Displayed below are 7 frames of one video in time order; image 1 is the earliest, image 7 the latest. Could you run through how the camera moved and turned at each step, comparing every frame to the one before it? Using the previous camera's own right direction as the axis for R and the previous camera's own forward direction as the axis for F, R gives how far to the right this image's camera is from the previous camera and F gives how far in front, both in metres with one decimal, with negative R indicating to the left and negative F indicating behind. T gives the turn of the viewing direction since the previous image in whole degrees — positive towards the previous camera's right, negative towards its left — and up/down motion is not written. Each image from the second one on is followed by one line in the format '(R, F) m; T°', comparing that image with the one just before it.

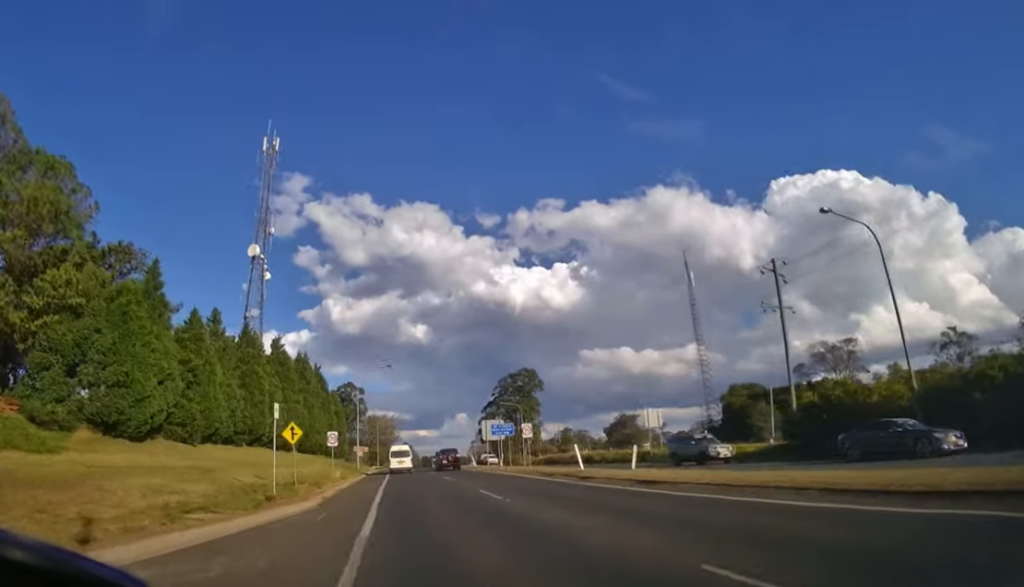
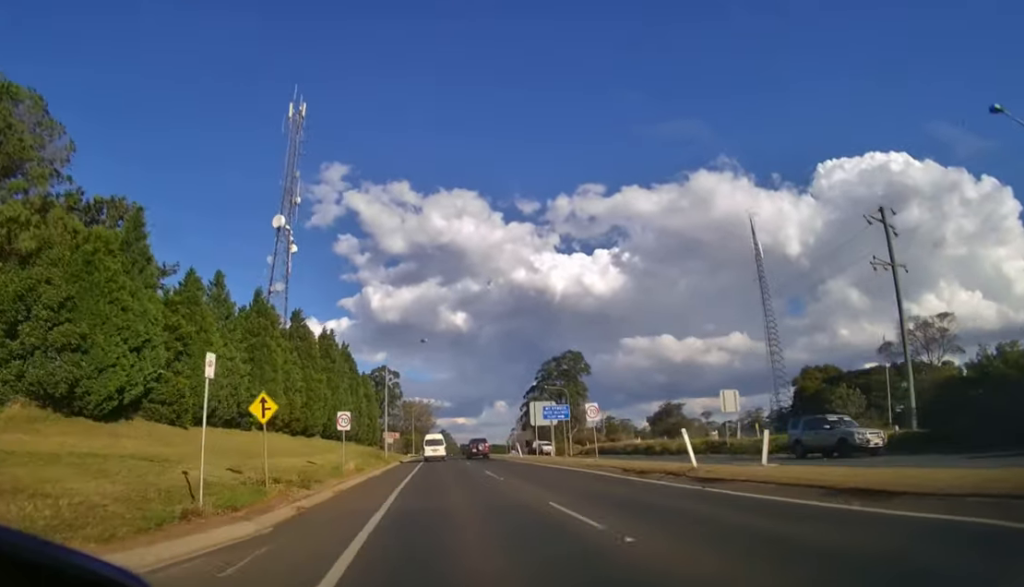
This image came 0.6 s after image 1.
(-0.2, +5.7) m; -4°
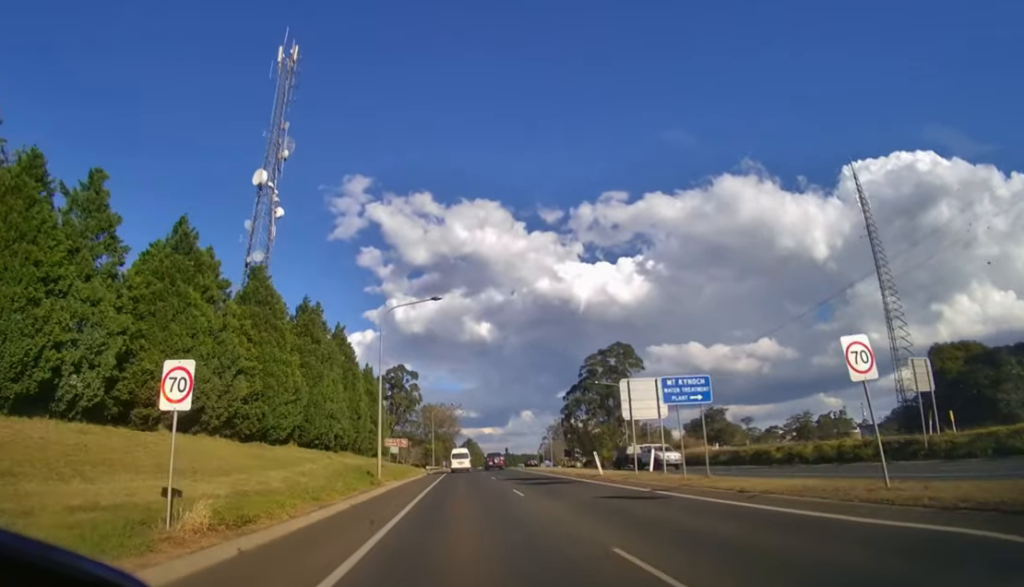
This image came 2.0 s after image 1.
(-0.9, +14.8) m; -6°
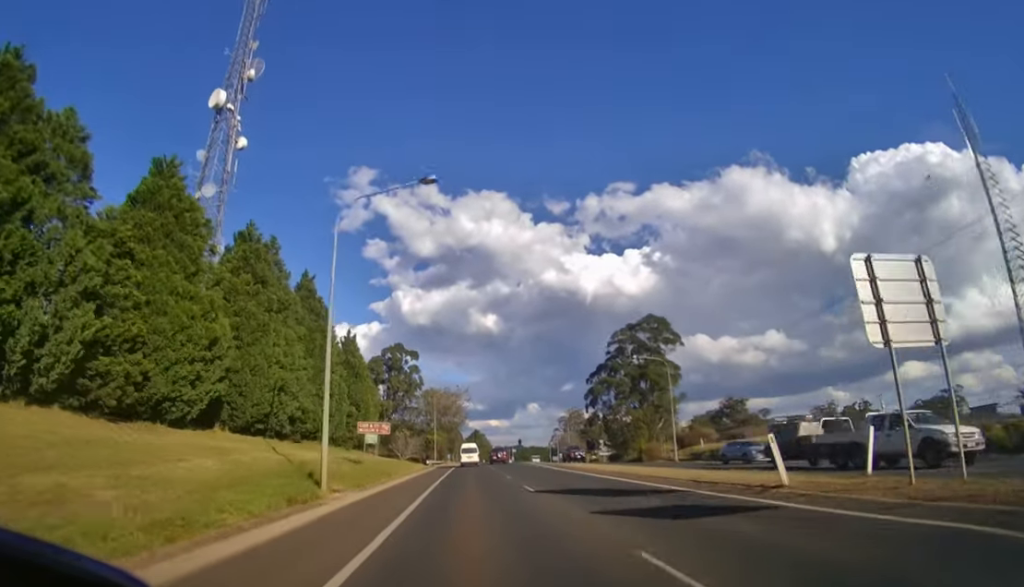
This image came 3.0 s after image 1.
(-0.3, +12.1) m; -1°
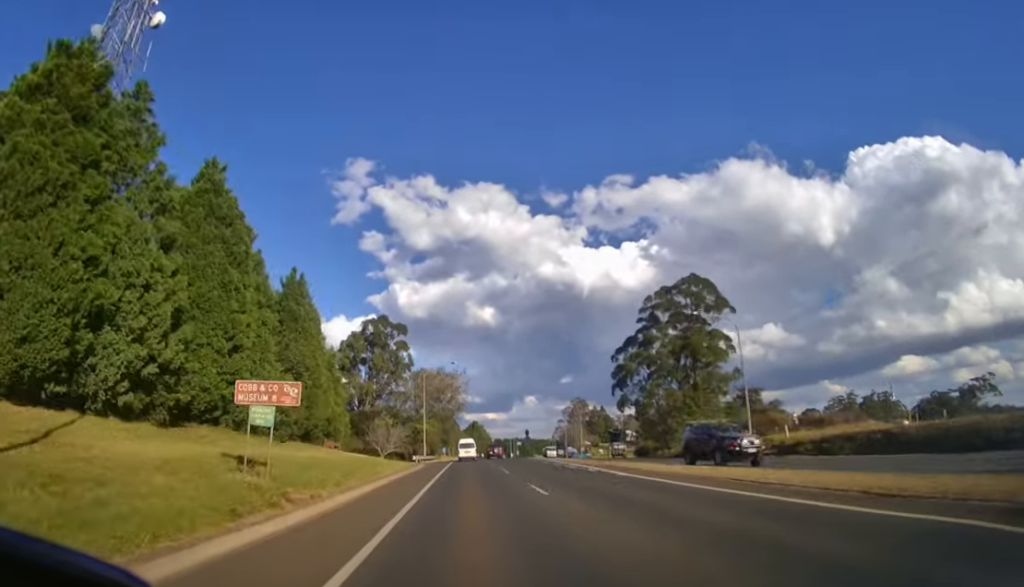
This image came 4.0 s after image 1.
(0.0, +14.1) m; 0°
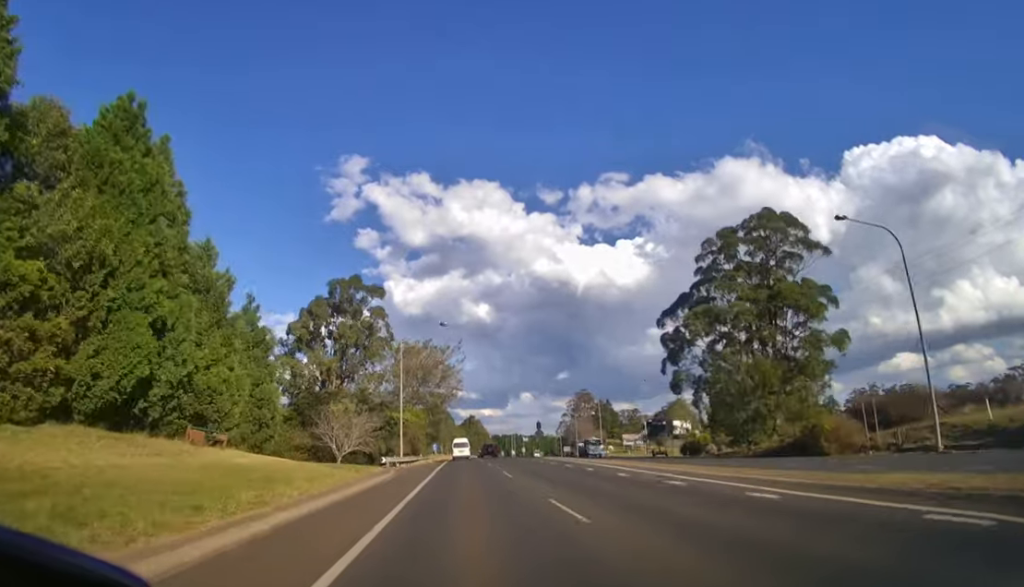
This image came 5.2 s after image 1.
(0.0, +17.5) m; 0°
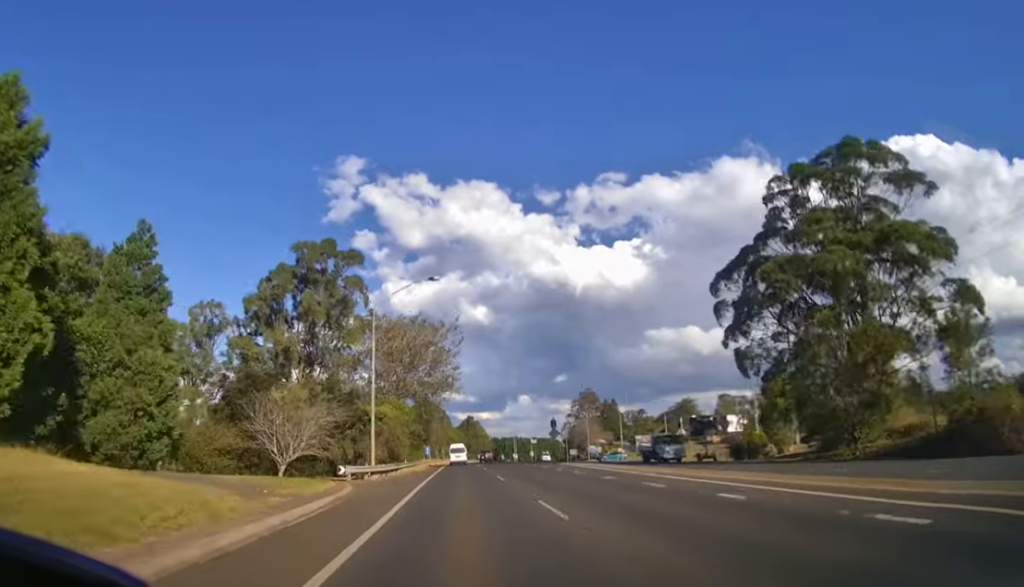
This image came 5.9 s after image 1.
(0.0, +11.8) m; 0°
